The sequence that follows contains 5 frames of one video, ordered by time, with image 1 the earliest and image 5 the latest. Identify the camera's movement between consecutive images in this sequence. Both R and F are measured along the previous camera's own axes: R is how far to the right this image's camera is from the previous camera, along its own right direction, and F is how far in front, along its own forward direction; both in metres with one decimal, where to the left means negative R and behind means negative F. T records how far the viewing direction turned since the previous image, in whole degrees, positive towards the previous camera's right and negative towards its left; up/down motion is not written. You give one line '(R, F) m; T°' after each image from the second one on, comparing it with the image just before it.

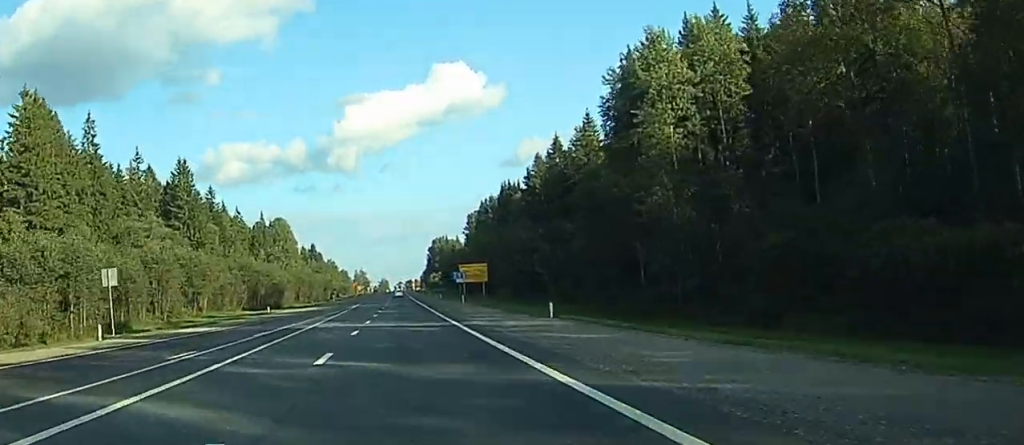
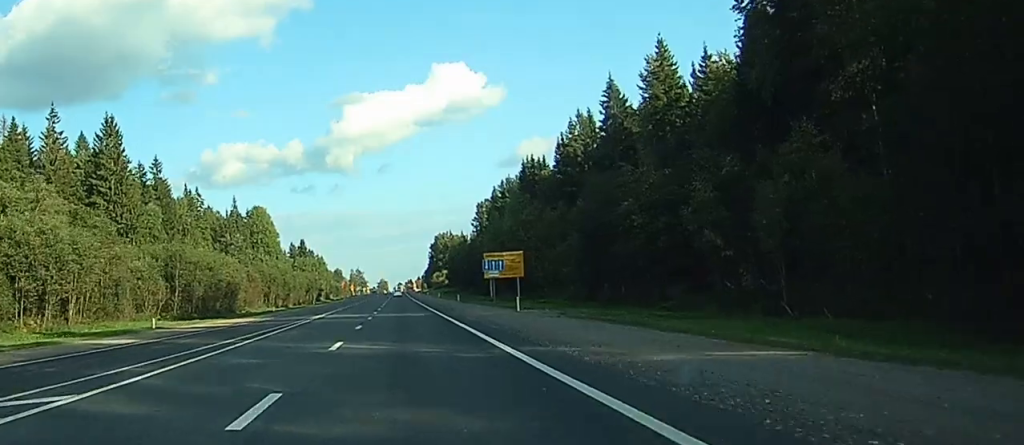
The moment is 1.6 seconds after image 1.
(0.0, +43.6) m; 0°
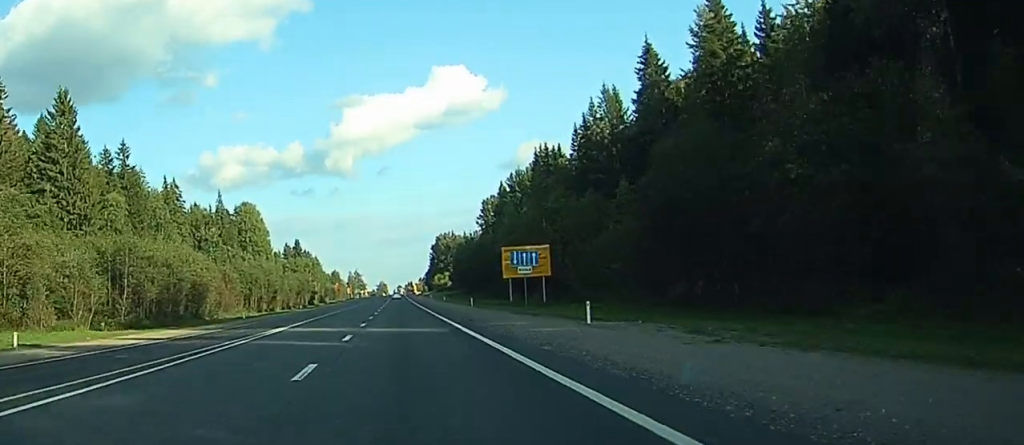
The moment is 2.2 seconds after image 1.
(0.0, +18.6) m; 0°
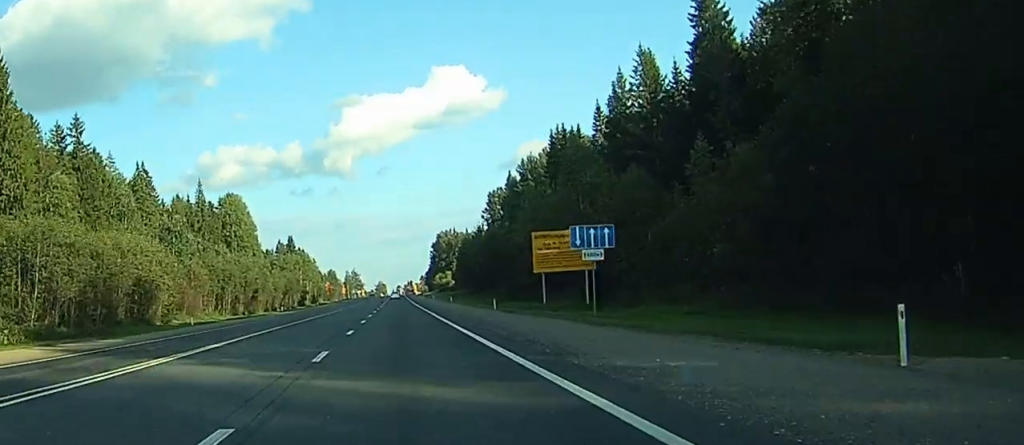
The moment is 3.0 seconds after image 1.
(0.0, +20.5) m; 0°
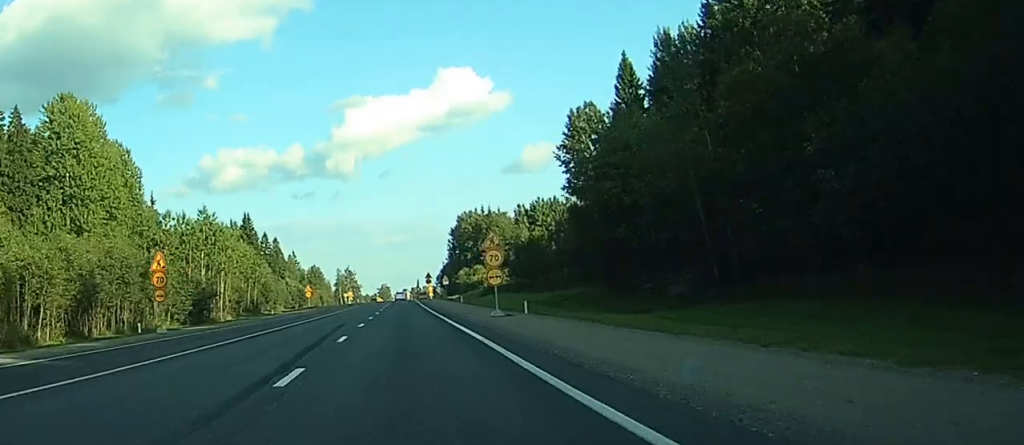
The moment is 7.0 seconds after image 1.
(-0.2, +112.7) m; 0°
